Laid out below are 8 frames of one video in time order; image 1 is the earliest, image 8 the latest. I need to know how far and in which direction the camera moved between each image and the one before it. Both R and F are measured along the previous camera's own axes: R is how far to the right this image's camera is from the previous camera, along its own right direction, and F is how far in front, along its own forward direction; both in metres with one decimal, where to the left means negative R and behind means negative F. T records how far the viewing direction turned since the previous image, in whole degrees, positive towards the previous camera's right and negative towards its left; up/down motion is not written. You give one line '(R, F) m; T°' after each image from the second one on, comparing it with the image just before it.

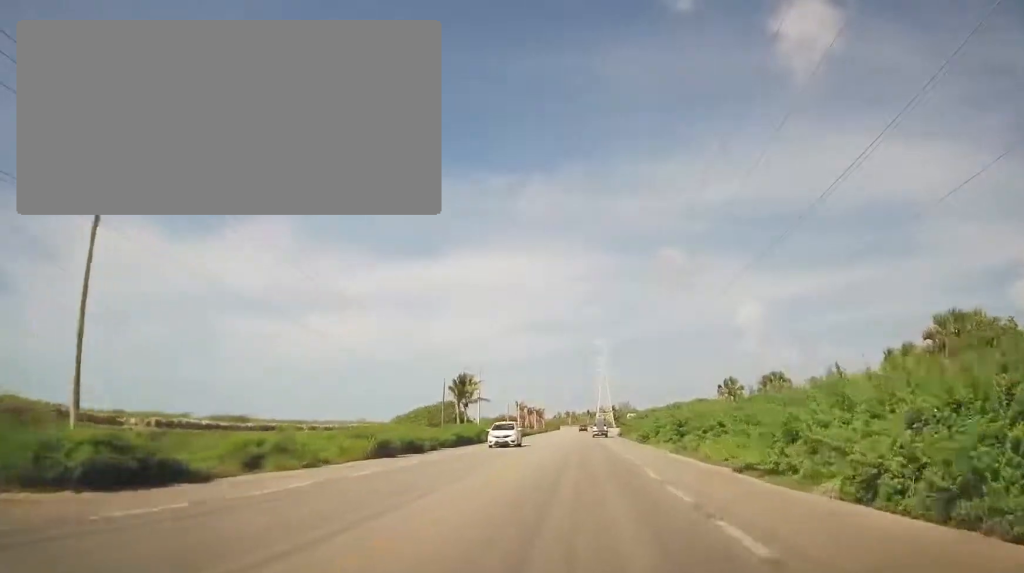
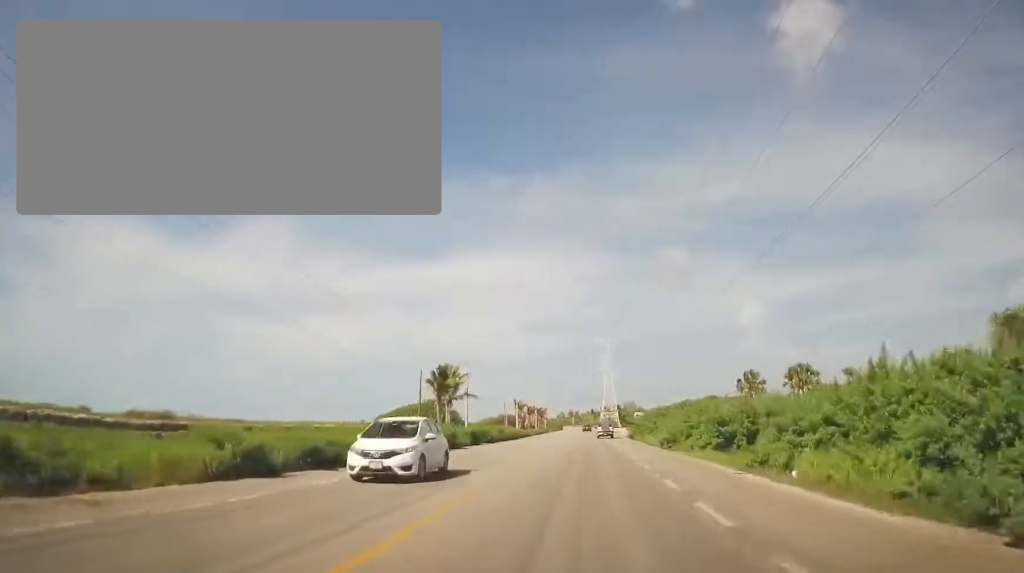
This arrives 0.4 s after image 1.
(0.0, +10.5) m; 0°
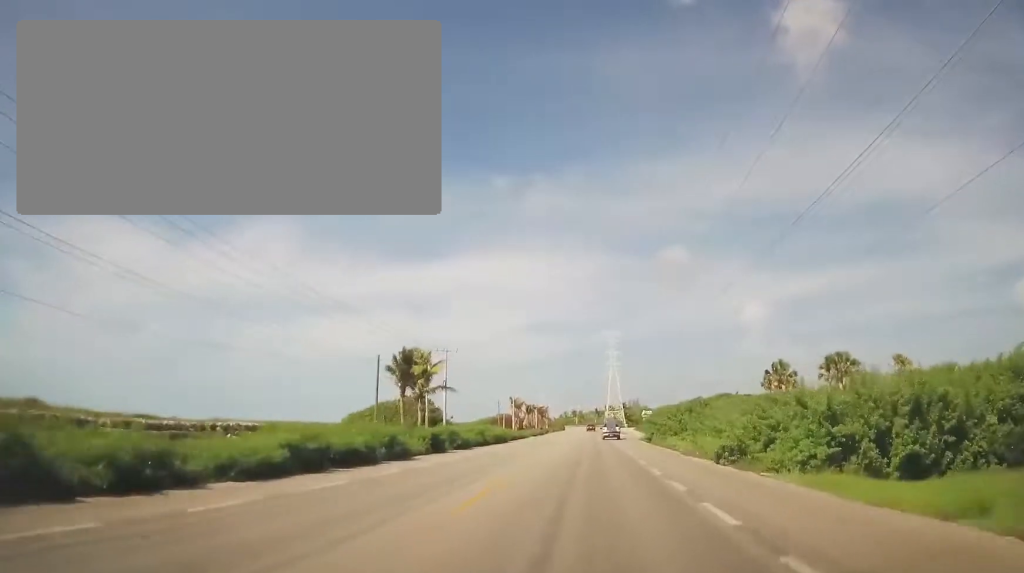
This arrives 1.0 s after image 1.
(+0.1, +12.1) m; 0°
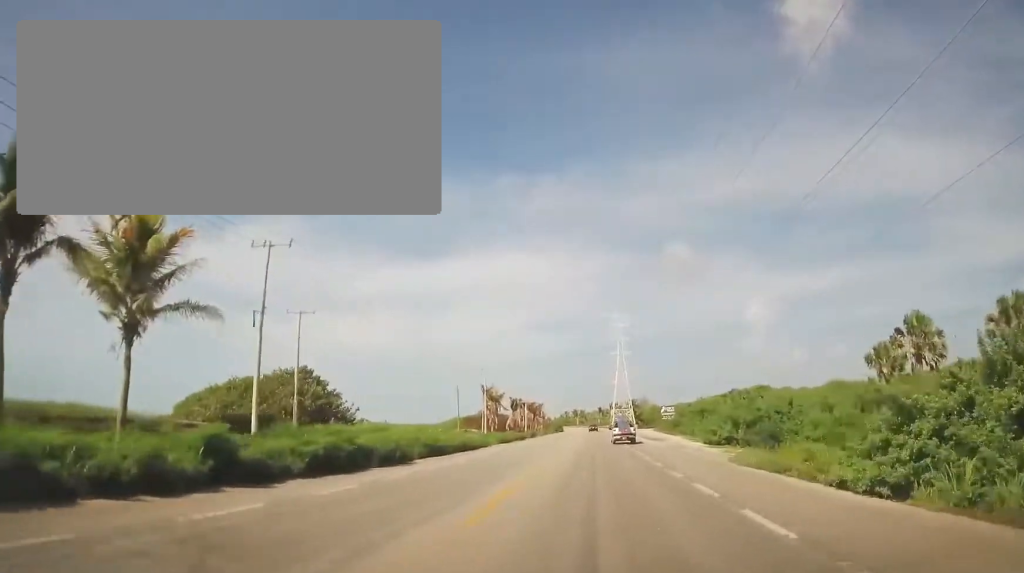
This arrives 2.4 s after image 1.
(-0.3, +33.3) m; -2°
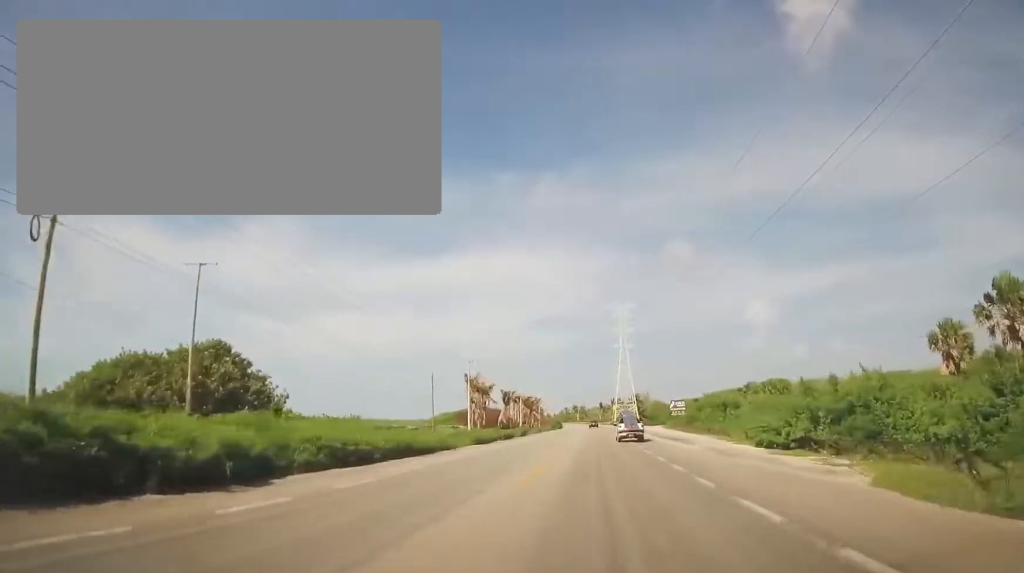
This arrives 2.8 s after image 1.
(-0.3, +11.4) m; 0°
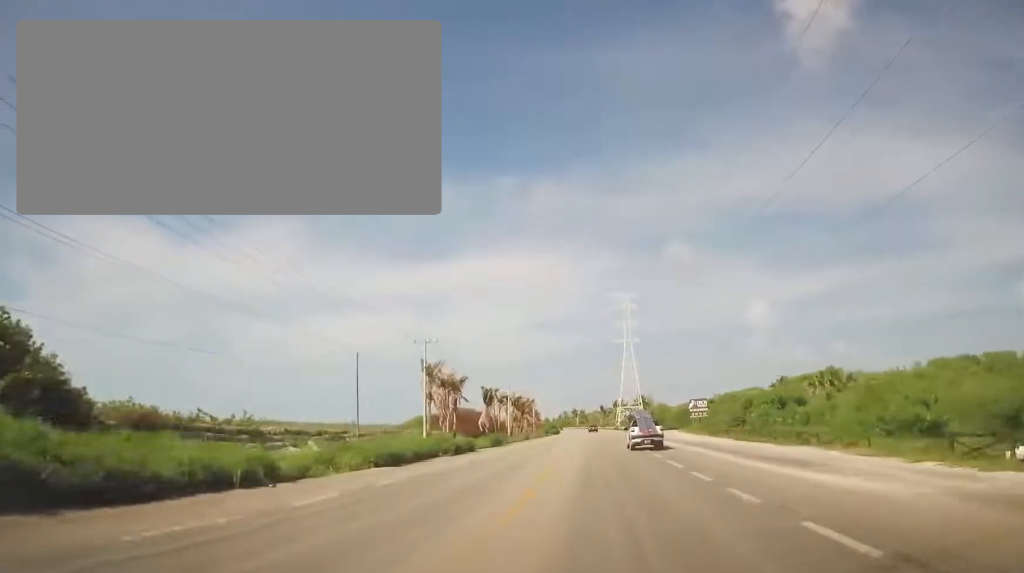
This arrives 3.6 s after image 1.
(0.0, +18.7) m; 0°
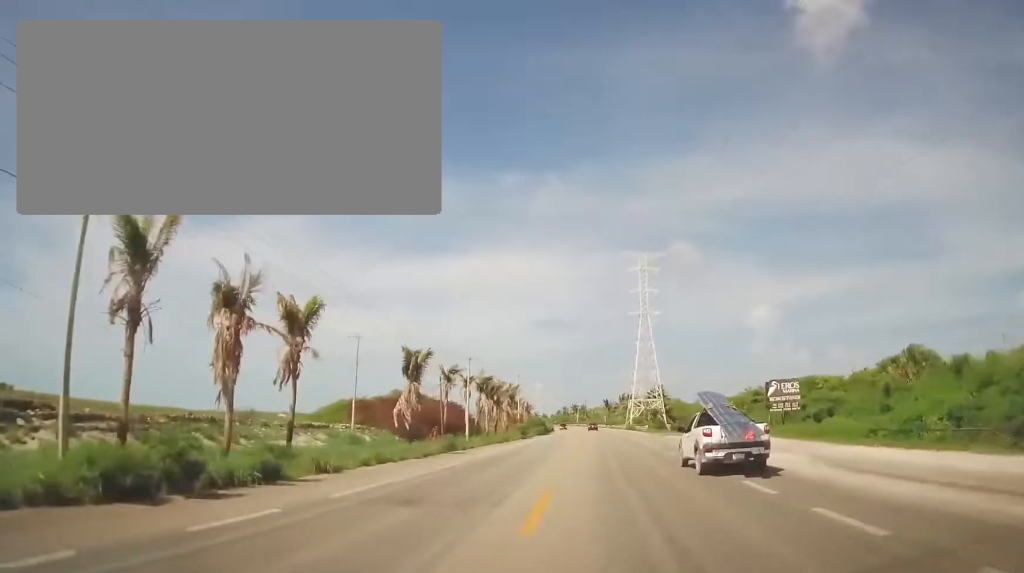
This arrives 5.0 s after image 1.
(+0.1, +36.5) m; +1°
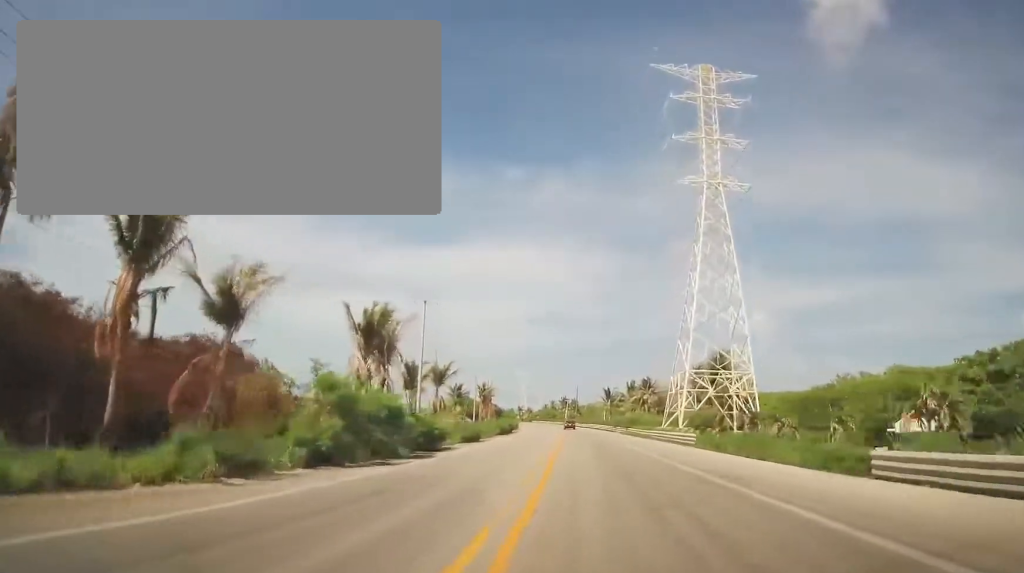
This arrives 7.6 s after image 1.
(+1.1, +66.2) m; 0°
